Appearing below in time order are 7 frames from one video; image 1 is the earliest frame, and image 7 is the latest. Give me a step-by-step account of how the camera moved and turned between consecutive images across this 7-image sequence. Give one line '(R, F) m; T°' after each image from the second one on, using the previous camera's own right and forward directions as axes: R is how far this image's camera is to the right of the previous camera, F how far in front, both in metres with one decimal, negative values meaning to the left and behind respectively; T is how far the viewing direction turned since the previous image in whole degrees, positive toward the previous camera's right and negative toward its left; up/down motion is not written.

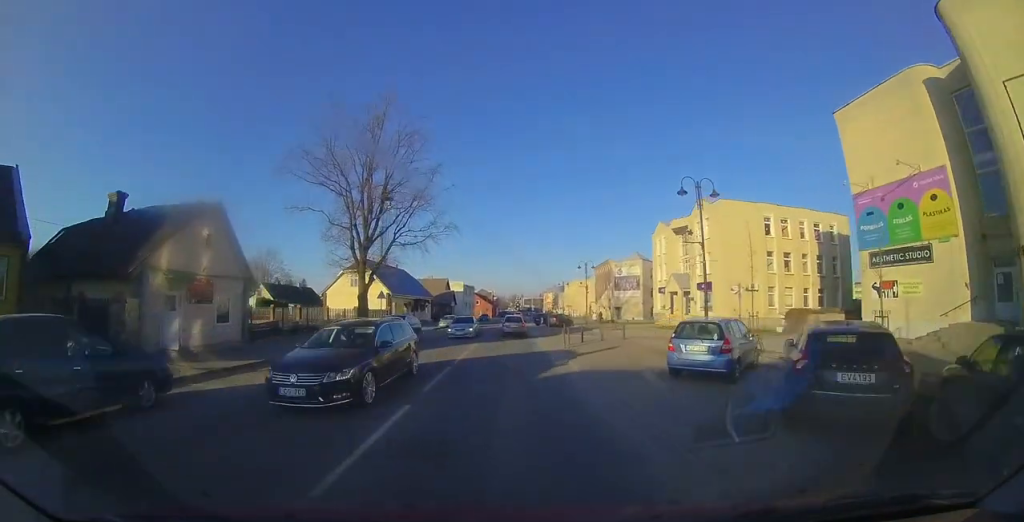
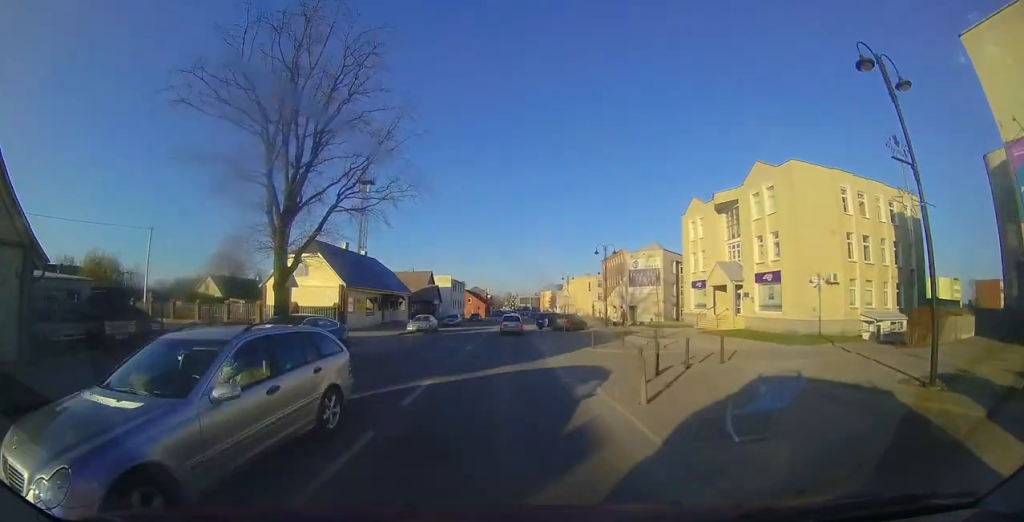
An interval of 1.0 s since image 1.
(+0.3, +9.3) m; +3°
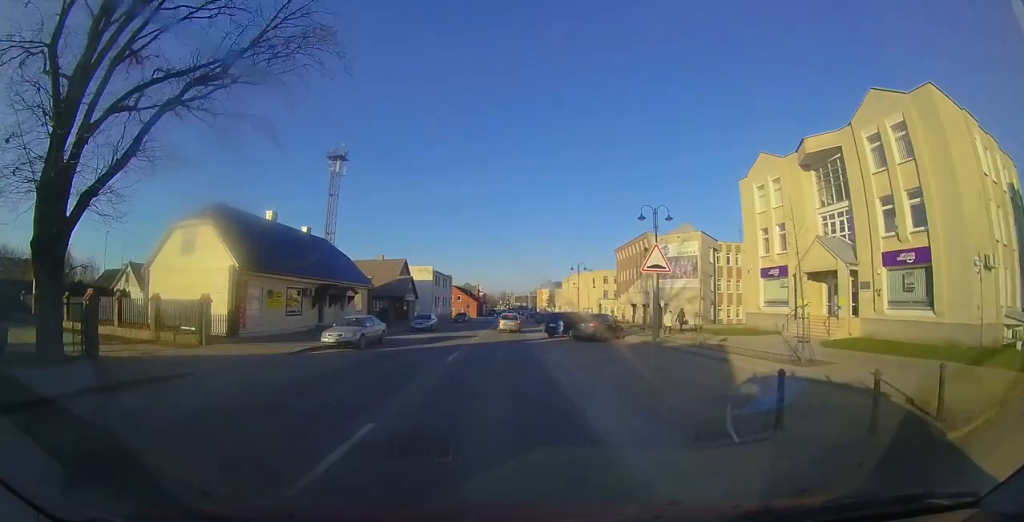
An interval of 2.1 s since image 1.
(+0.3, +11.3) m; +2°
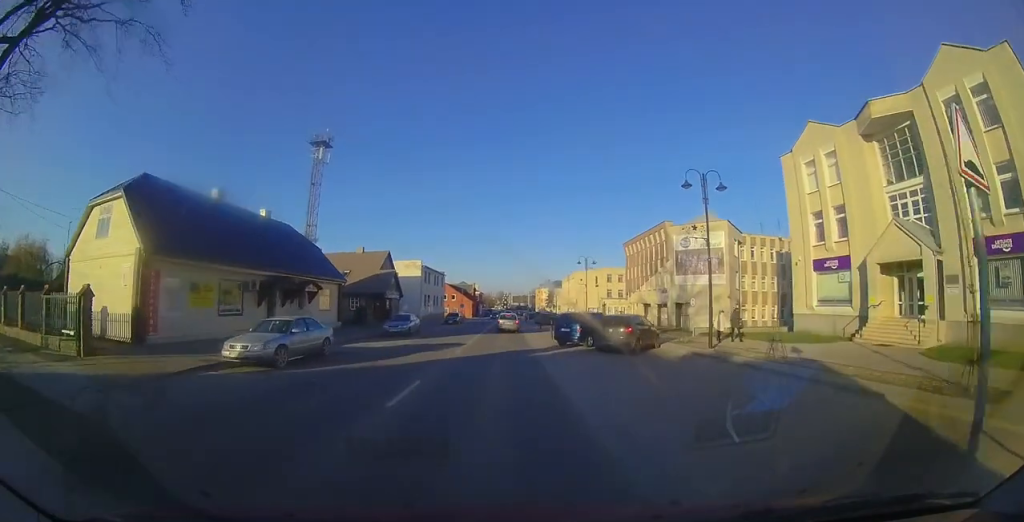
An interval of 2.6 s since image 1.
(+0.2, +5.4) m; 0°
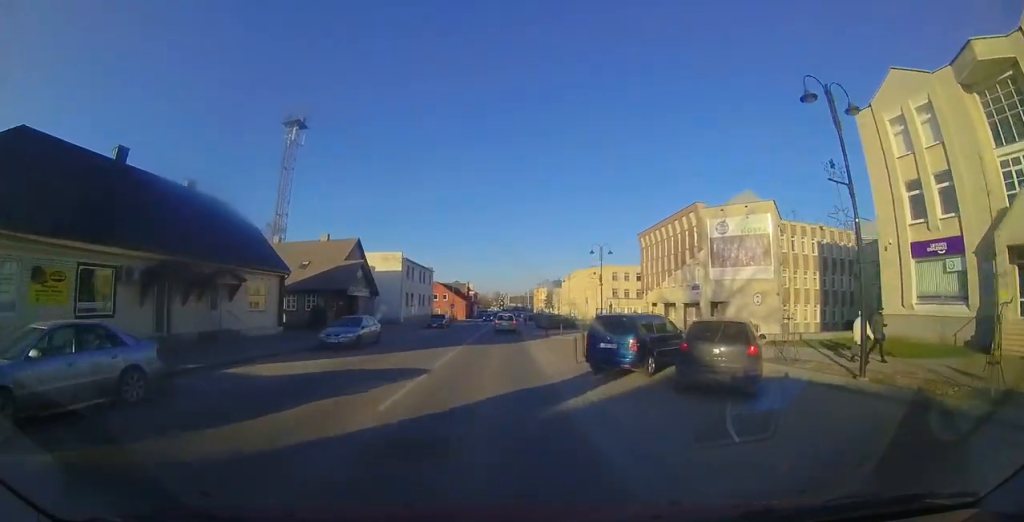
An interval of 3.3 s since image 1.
(-0.2, +7.0) m; -3°
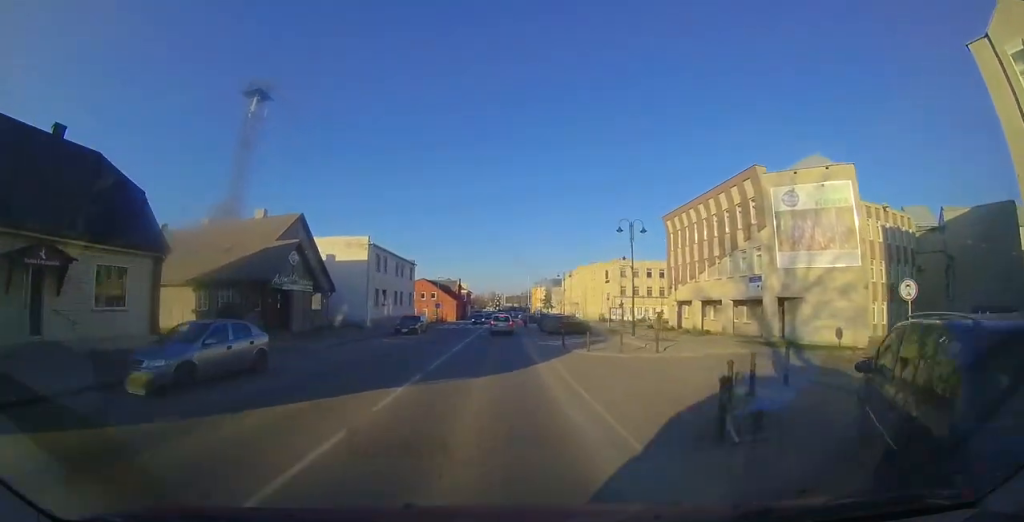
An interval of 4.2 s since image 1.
(-0.3, +8.2) m; -2°
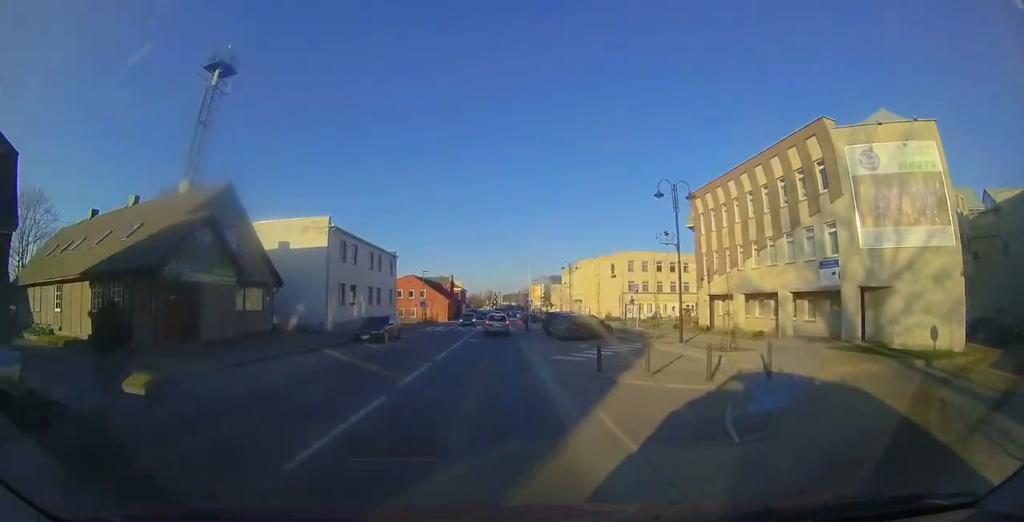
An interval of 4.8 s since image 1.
(-0.1, +6.1) m; 0°
